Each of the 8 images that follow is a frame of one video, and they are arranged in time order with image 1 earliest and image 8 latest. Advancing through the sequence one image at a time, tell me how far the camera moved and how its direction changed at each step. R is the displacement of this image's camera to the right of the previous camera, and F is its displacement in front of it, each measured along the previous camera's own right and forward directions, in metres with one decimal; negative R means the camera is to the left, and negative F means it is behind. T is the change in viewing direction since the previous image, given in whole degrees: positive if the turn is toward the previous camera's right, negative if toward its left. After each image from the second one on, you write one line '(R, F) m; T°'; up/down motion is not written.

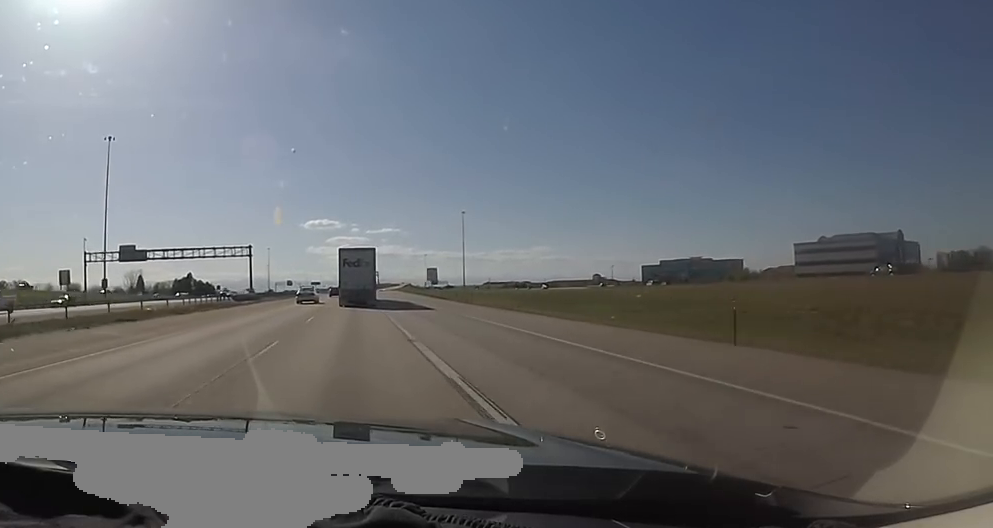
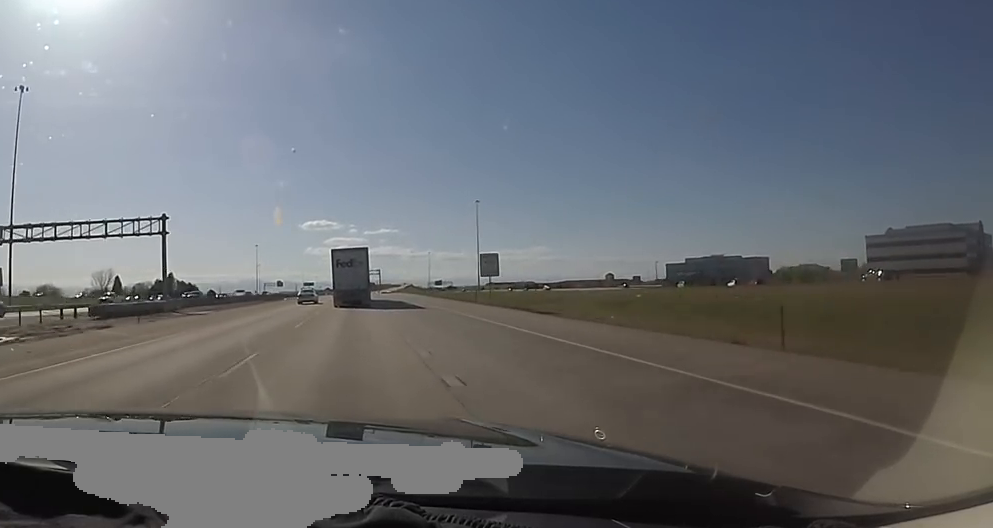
(+1.4, +37.9) m; +3°
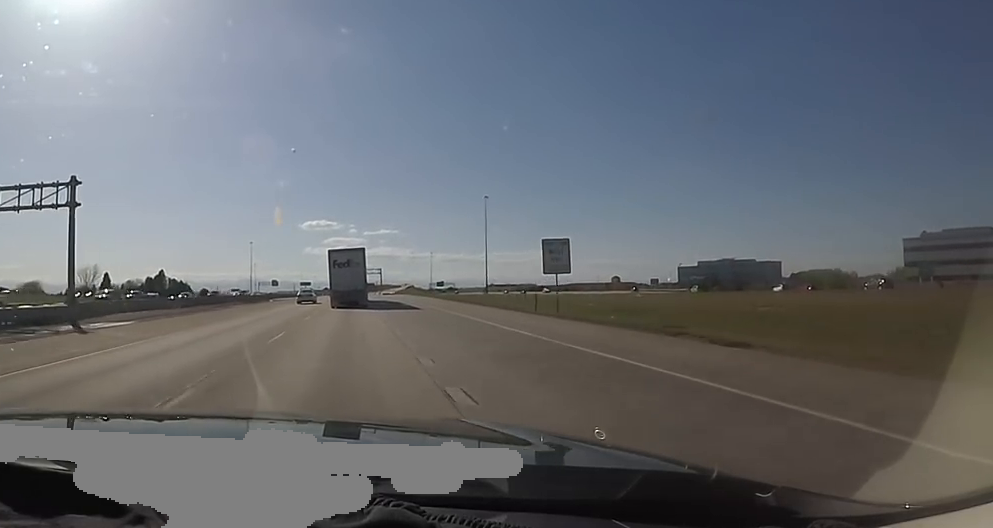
(0.0, +16.1) m; +1°
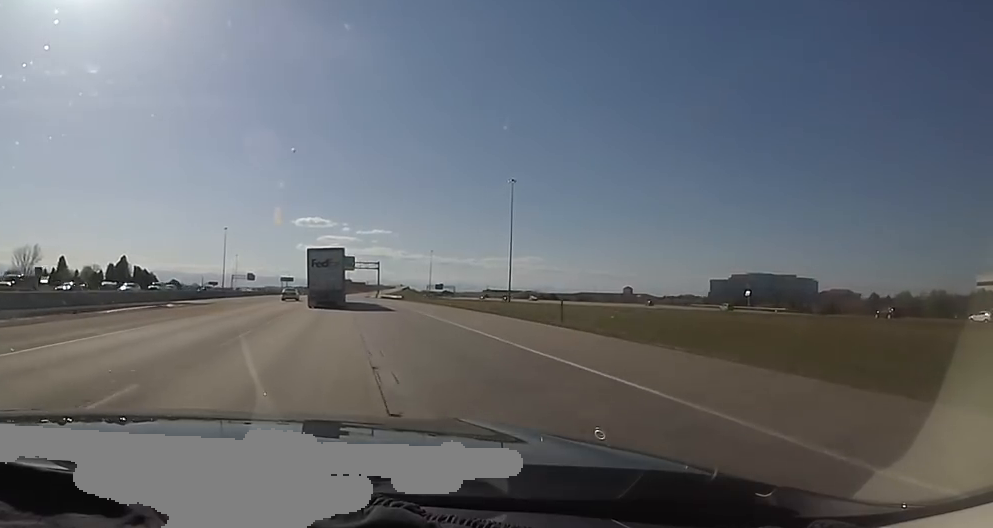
(+0.4, +45.8) m; -1°
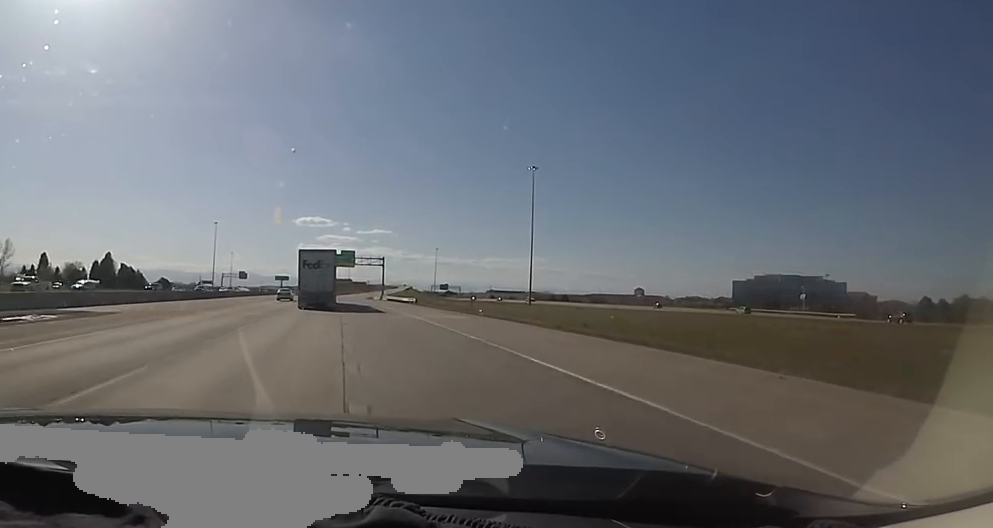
(-0.1, +20.4) m; -2°
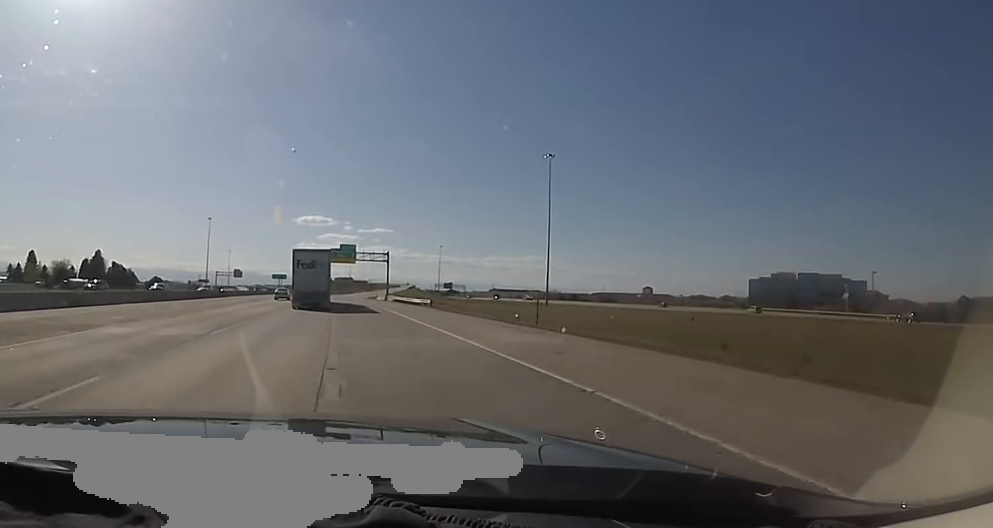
(-0.7, +12.8) m; 0°
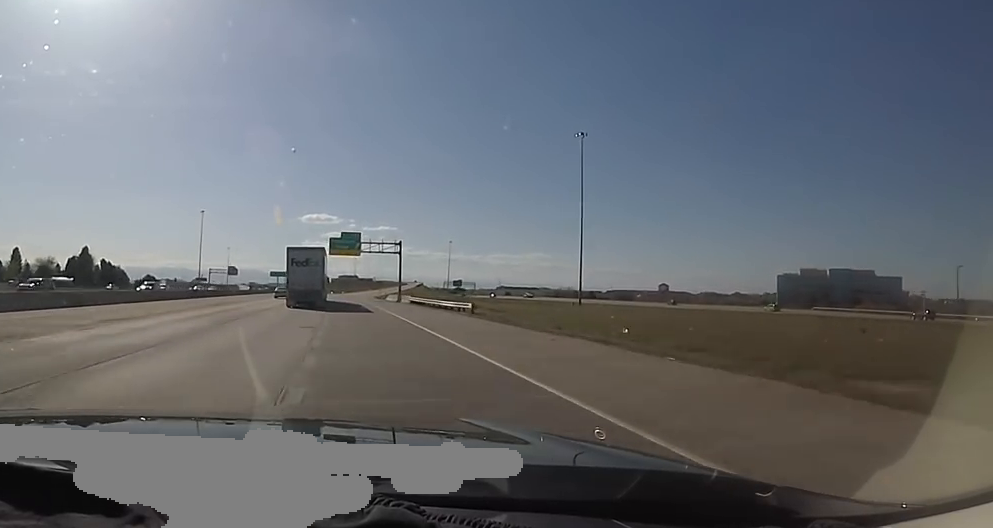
(-0.2, +18.2) m; +1°
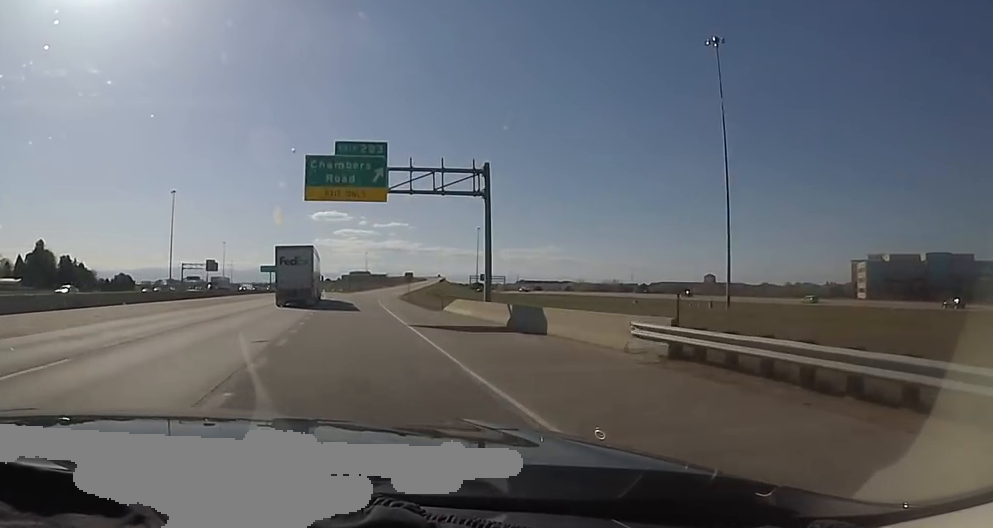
(+0.4, +48.5) m; 0°
